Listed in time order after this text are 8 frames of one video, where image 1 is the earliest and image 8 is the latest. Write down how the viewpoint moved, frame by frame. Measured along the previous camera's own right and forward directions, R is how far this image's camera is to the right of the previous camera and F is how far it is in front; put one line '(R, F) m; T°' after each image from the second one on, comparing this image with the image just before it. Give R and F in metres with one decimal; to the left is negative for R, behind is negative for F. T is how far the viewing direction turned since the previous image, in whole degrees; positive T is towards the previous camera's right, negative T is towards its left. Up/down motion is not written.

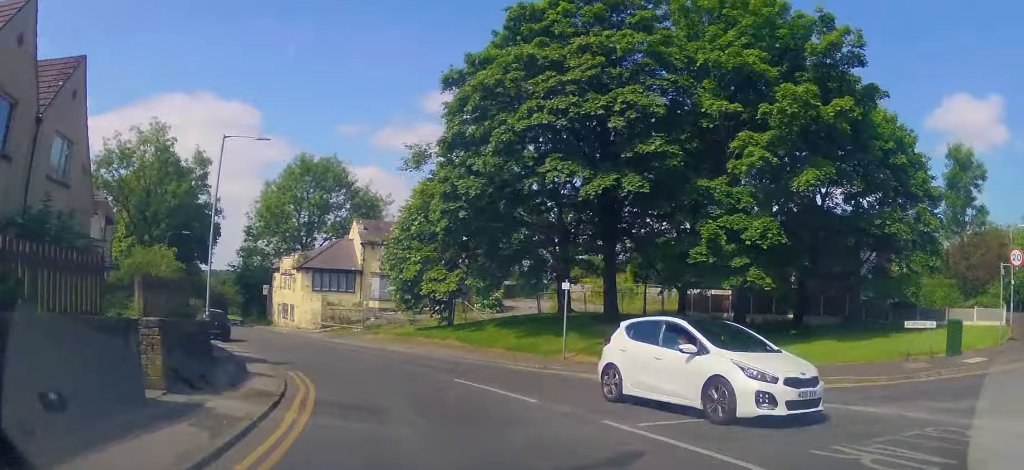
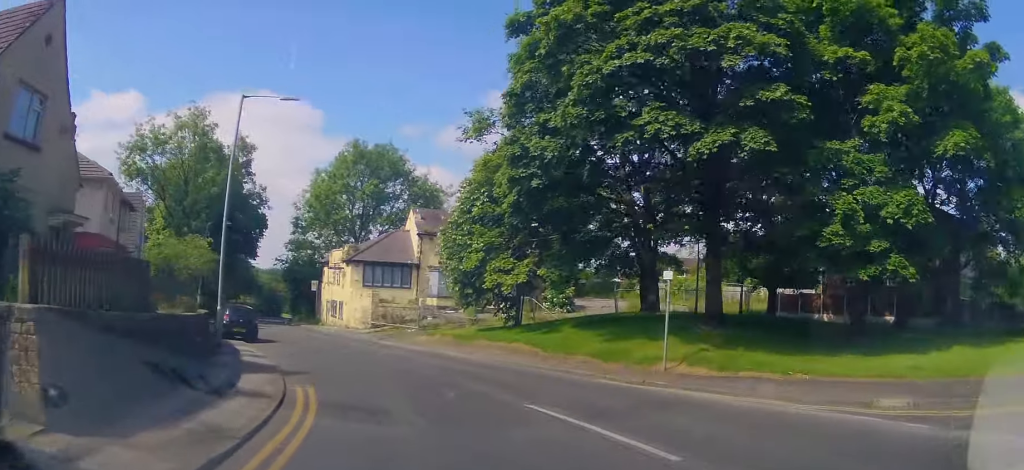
(-0.2, +4.1) m; -5°
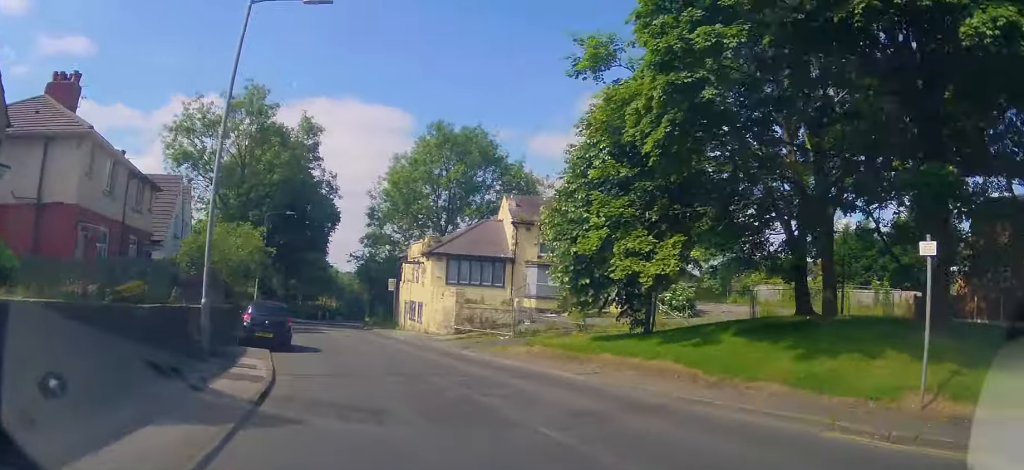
(0.0, +6.7) m; -9°
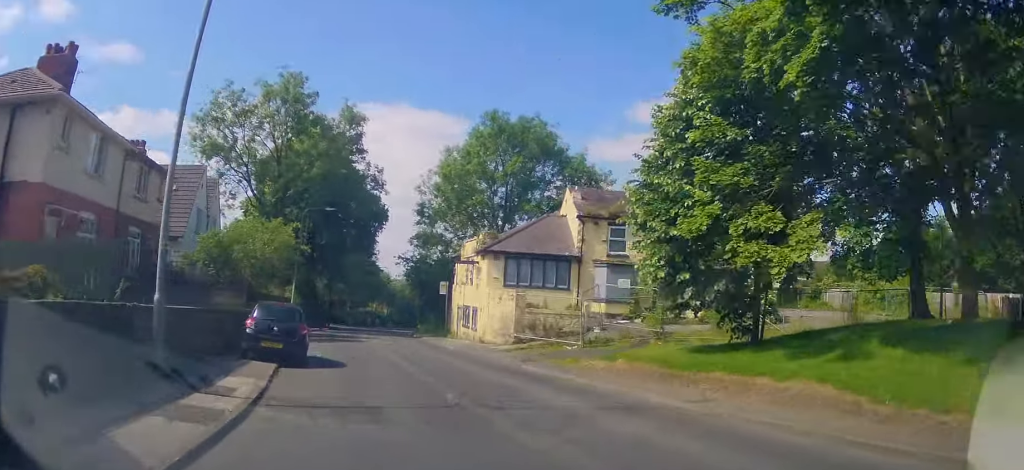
(-0.6, +4.0) m; -6°
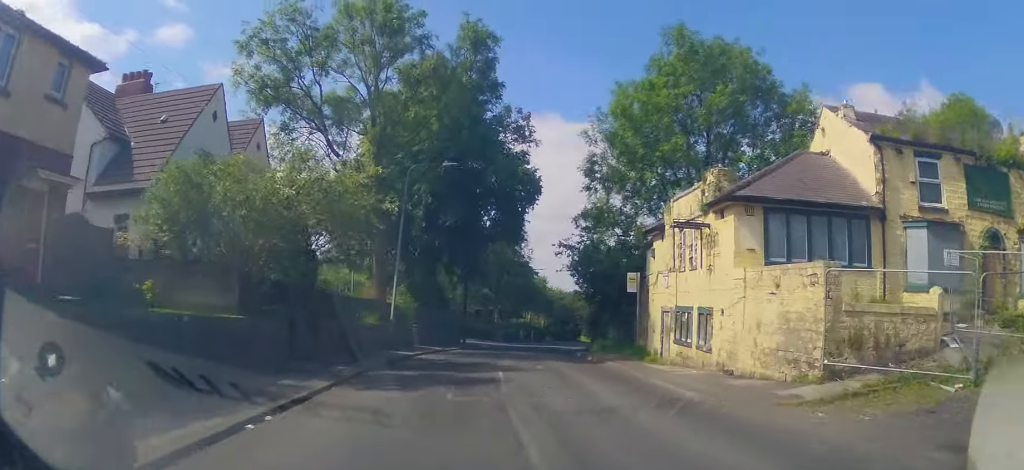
(-2.1, +14.4) m; -15°
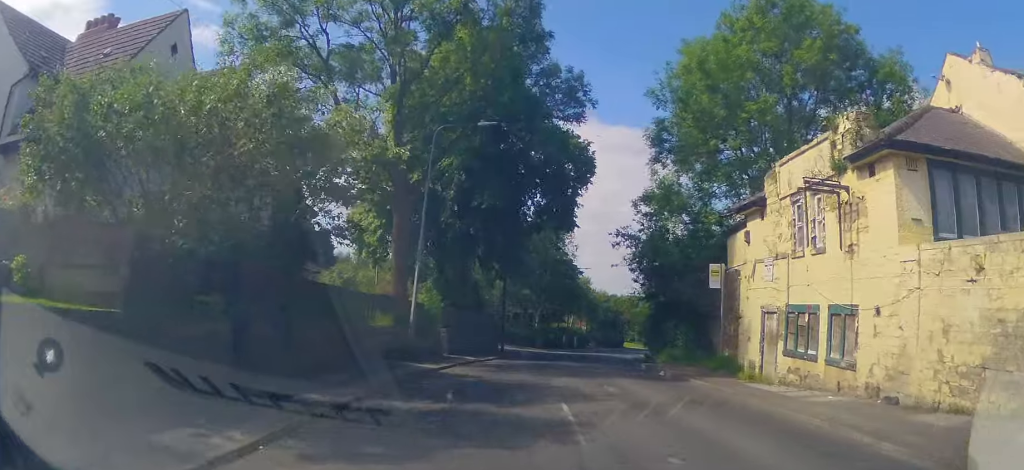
(-0.2, +5.5) m; -2°
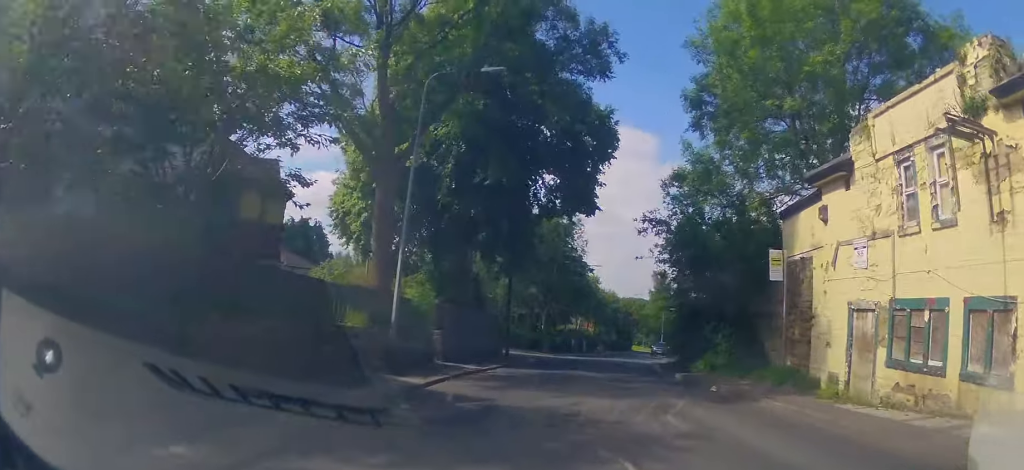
(-0.1, +4.4) m; 0°
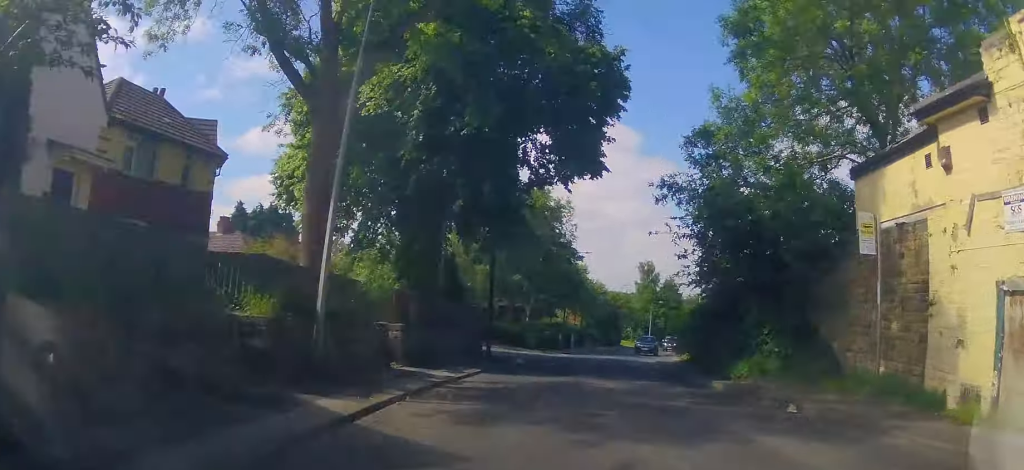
(+0.2, +5.3) m; +3°
